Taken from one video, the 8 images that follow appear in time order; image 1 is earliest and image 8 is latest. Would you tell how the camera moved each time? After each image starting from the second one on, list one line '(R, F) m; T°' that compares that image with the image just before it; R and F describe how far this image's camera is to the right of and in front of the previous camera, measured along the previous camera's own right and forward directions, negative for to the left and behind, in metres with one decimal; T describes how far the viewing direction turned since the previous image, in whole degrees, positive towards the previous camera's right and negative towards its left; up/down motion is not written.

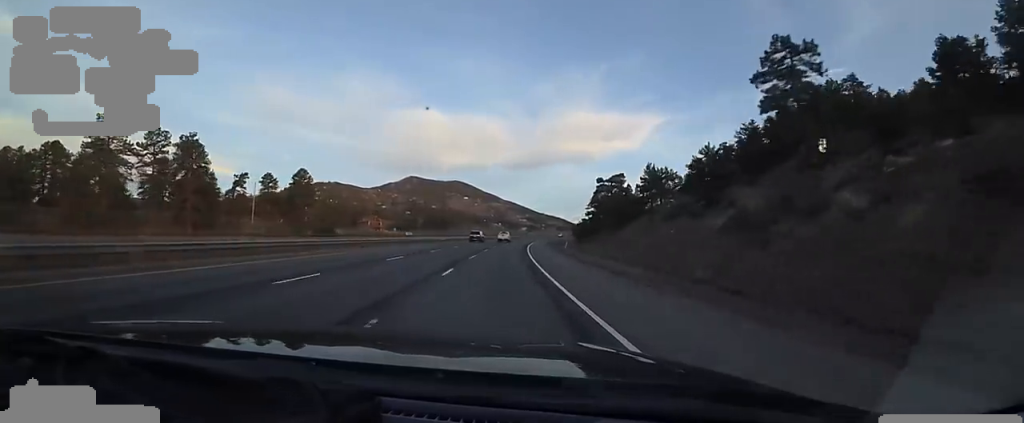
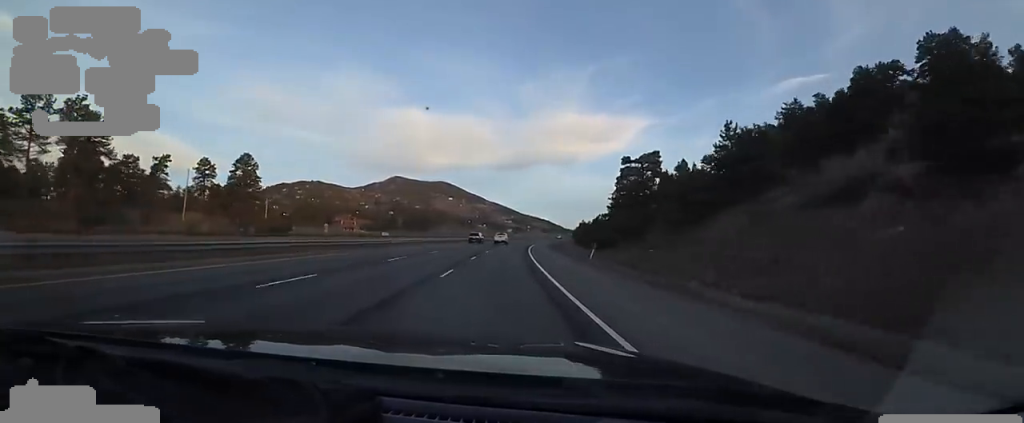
(-0.2, +24.3) m; +2°
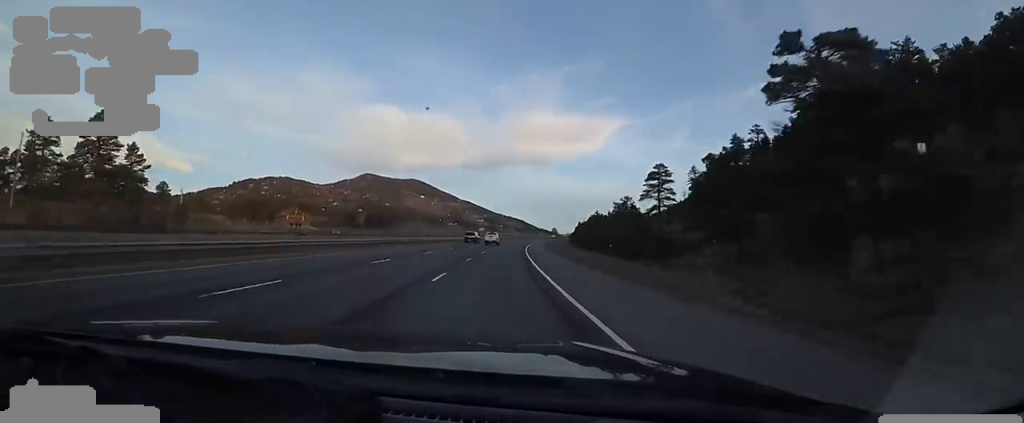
(+1.6, +37.3) m; +4°
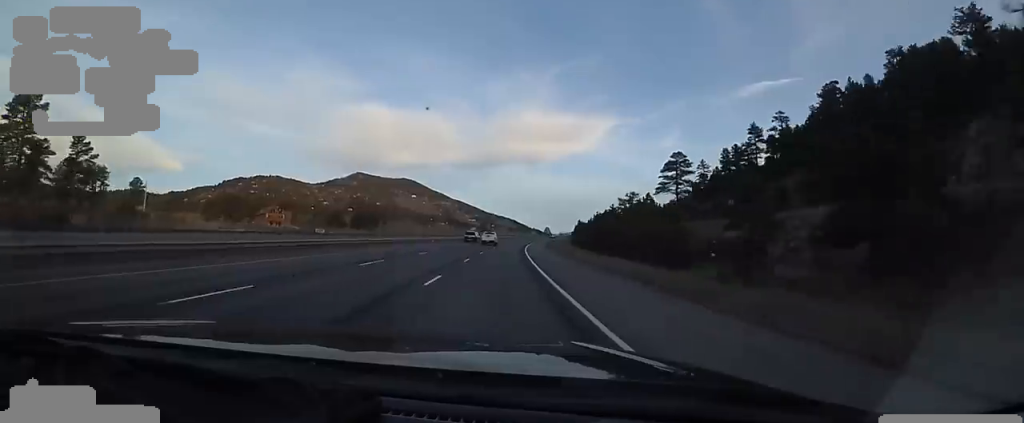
(+0.1, +13.1) m; 0°
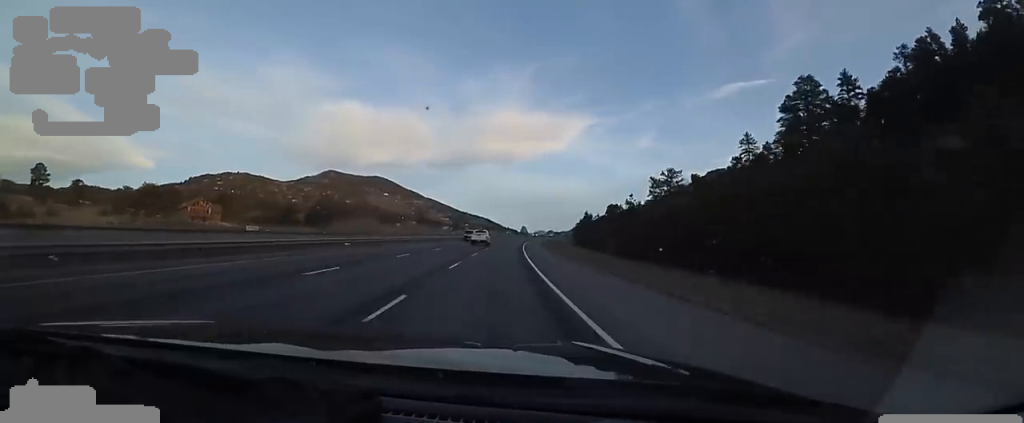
(0.0, +40.6) m; +2°
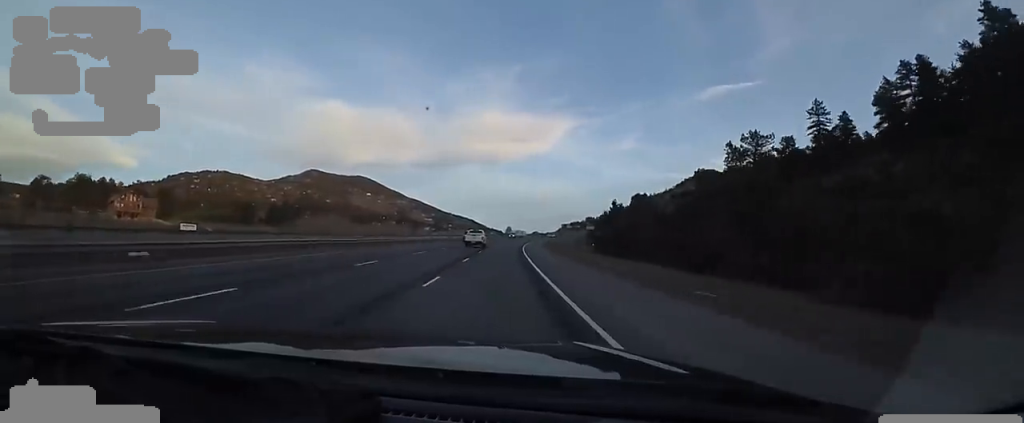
(+1.0, +30.8) m; +4°
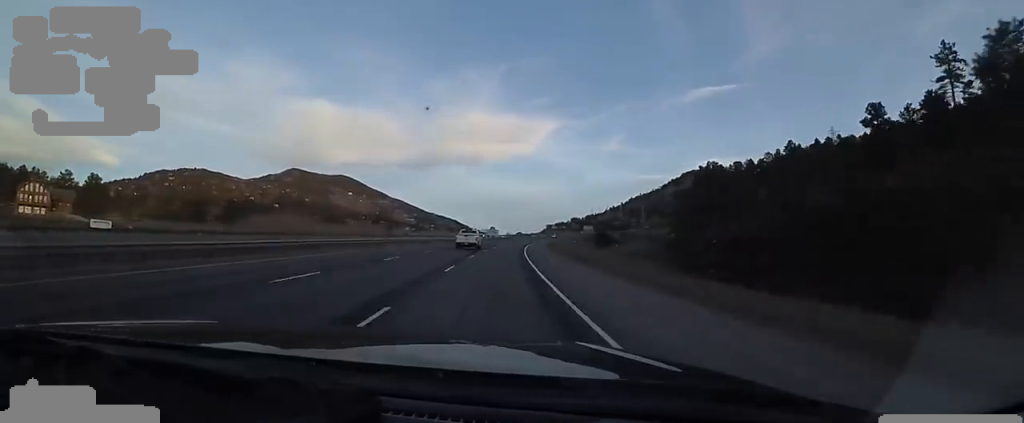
(+1.4, +31.3) m; +2°
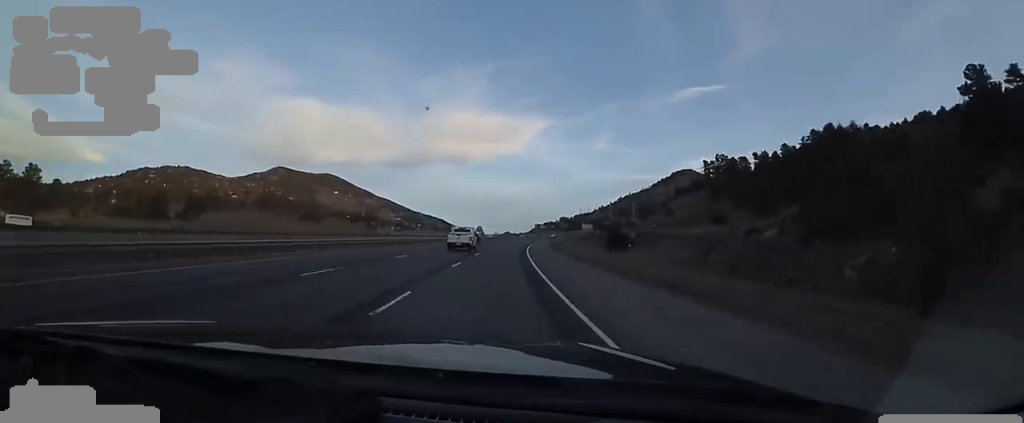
(-0.1, +22.1) m; 0°
